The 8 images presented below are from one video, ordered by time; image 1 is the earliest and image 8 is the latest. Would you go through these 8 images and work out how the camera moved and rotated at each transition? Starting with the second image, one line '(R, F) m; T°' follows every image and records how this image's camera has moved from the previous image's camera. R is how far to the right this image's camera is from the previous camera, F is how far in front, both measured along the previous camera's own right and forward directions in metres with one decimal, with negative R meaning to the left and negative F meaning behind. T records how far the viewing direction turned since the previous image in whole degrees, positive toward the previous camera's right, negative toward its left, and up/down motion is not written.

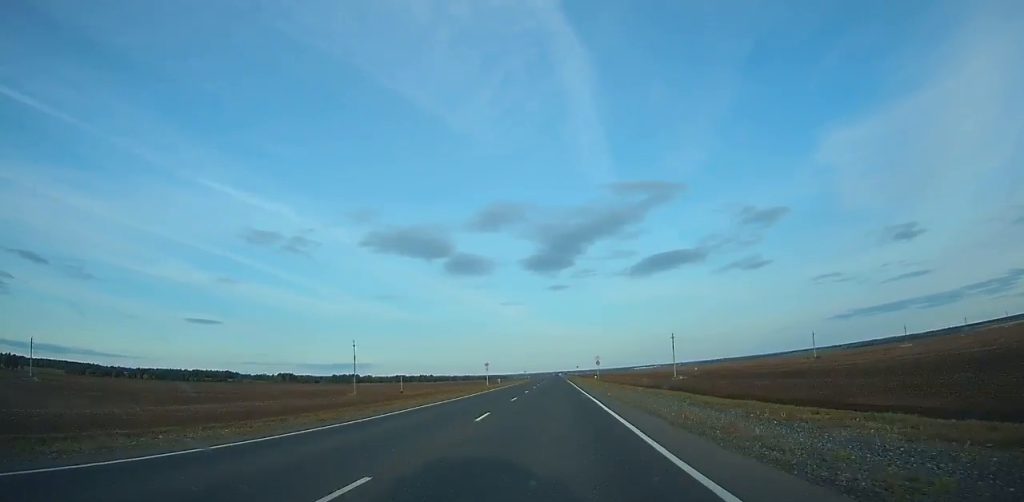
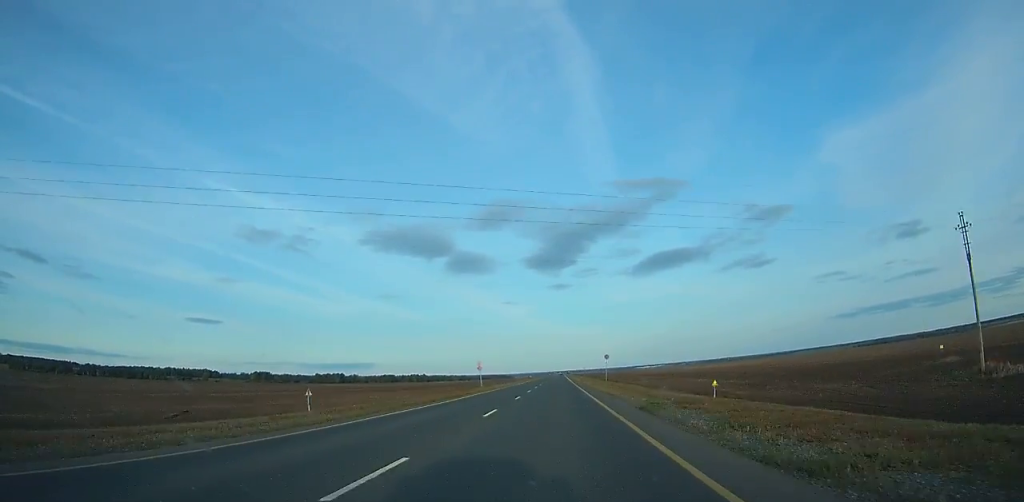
(0.0, +115.6) m; 0°
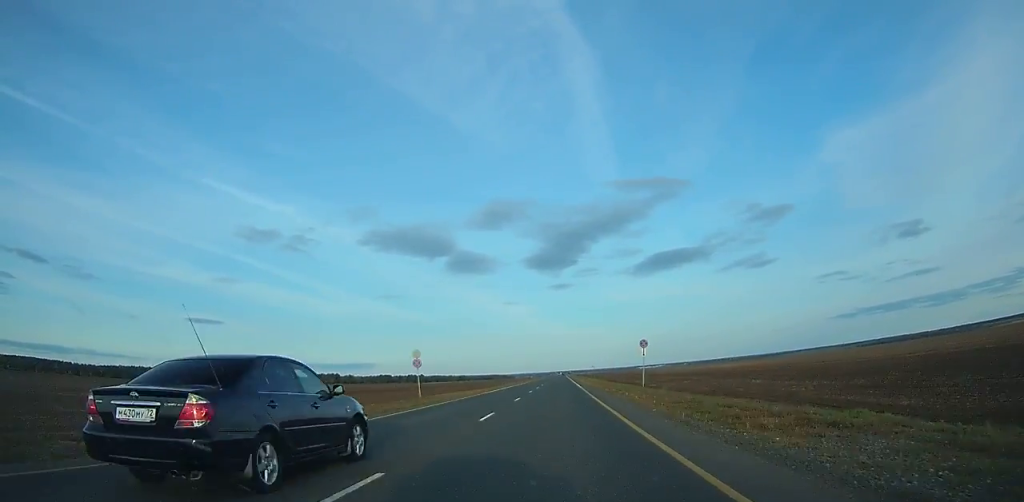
(-0.1, +35.9) m; 0°
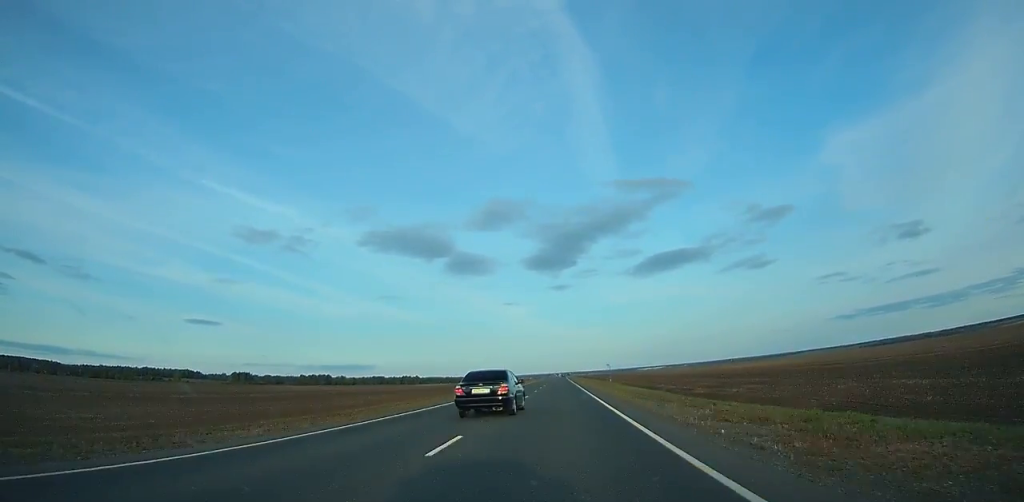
(-0.1, +41.0) m; 0°
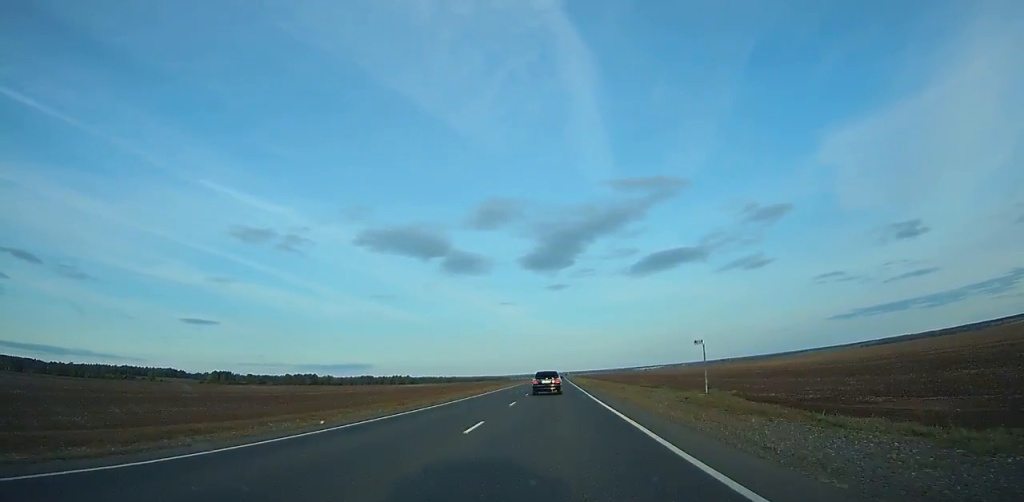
(0.0, +54.6) m; 0°
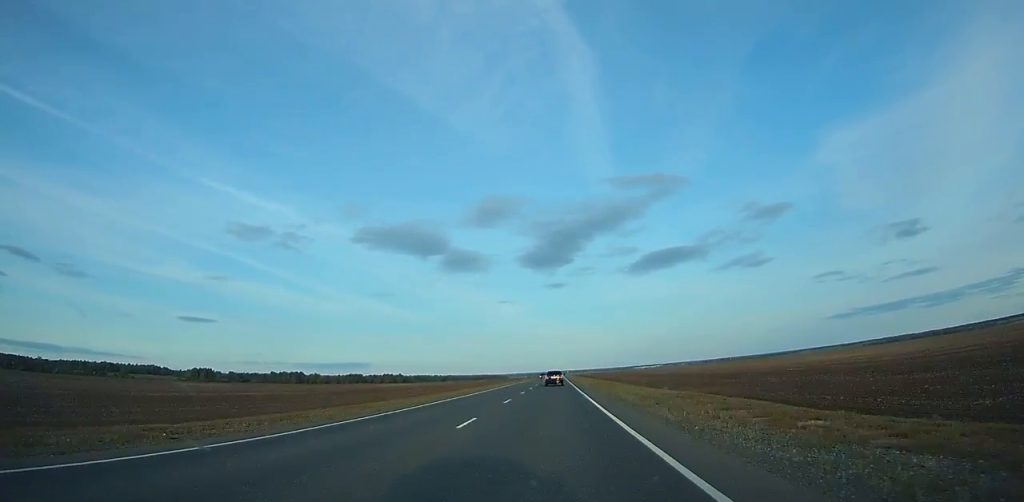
(0.0, +57.9) m; 0°
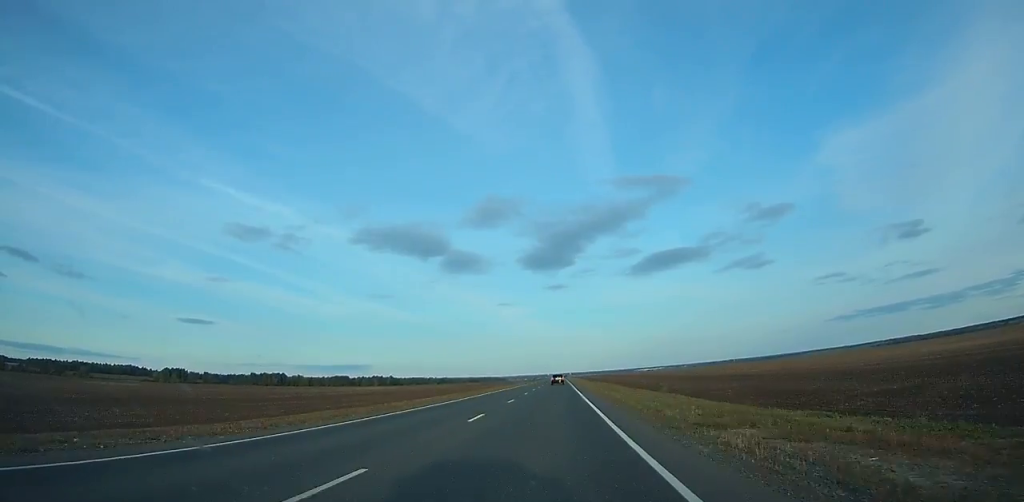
(+0.1, +80.2) m; 0°
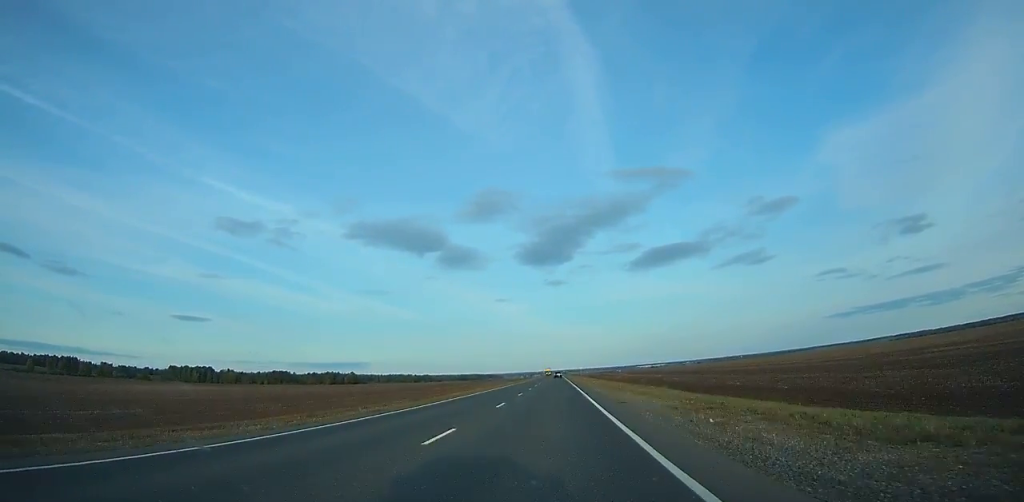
(-0.5, +237.7) m; 0°
